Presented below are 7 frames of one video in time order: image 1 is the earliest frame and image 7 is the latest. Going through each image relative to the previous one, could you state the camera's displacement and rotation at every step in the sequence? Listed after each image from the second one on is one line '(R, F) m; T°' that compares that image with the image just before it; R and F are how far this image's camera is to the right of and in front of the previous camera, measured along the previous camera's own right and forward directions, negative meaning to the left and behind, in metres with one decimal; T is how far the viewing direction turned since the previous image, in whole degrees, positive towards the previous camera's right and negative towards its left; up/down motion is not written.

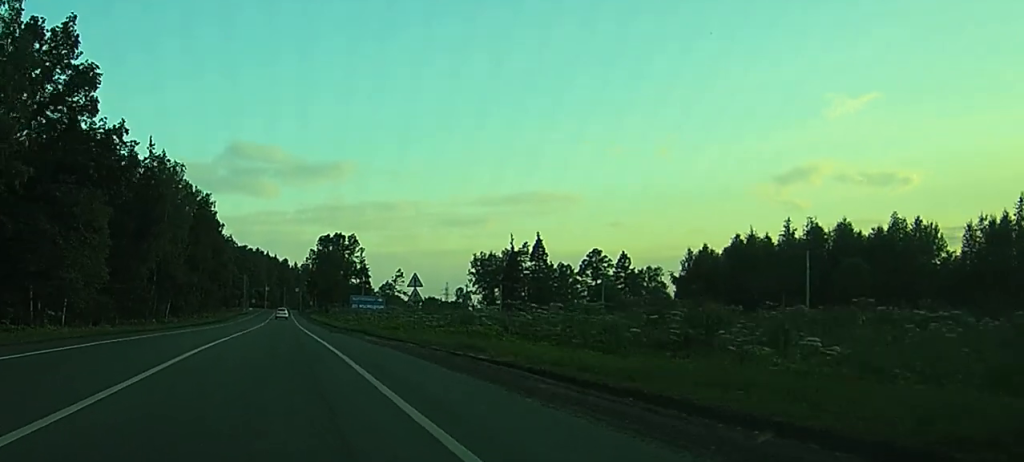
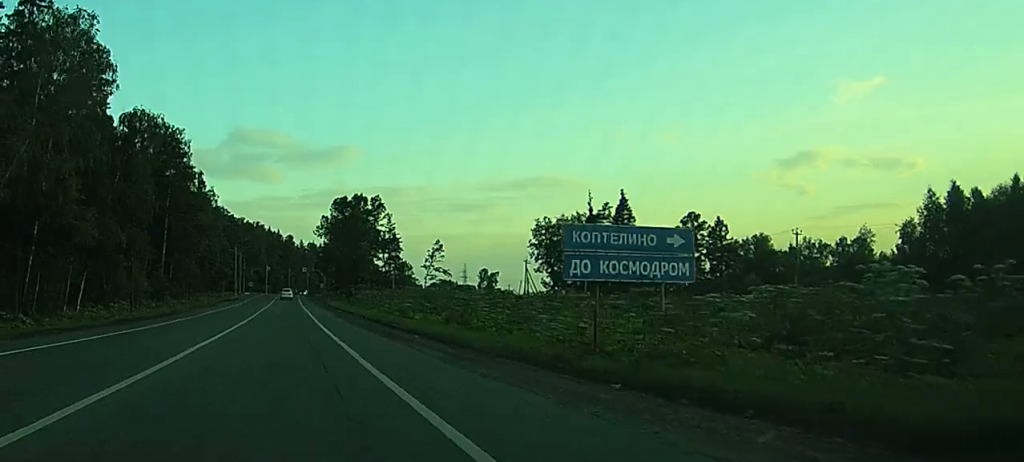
(+0.7, +56.8) m; +1°
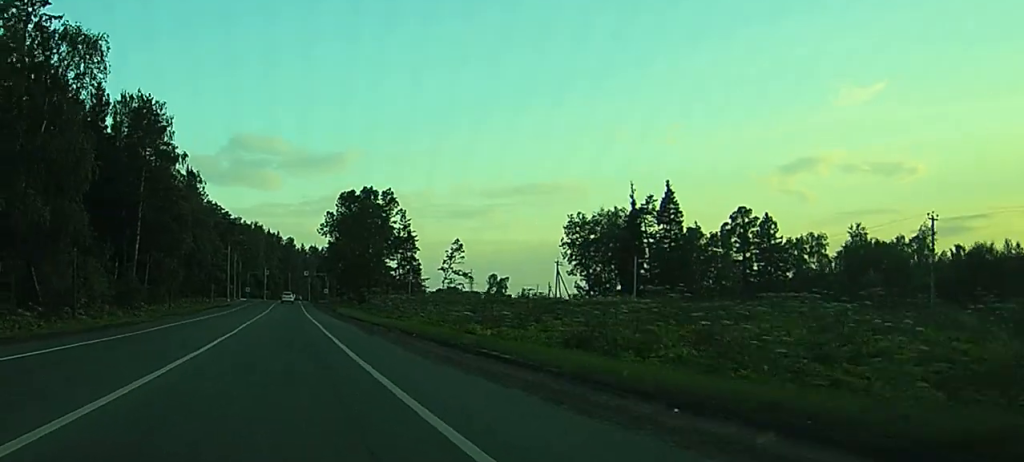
(0.0, +21.9) m; +1°
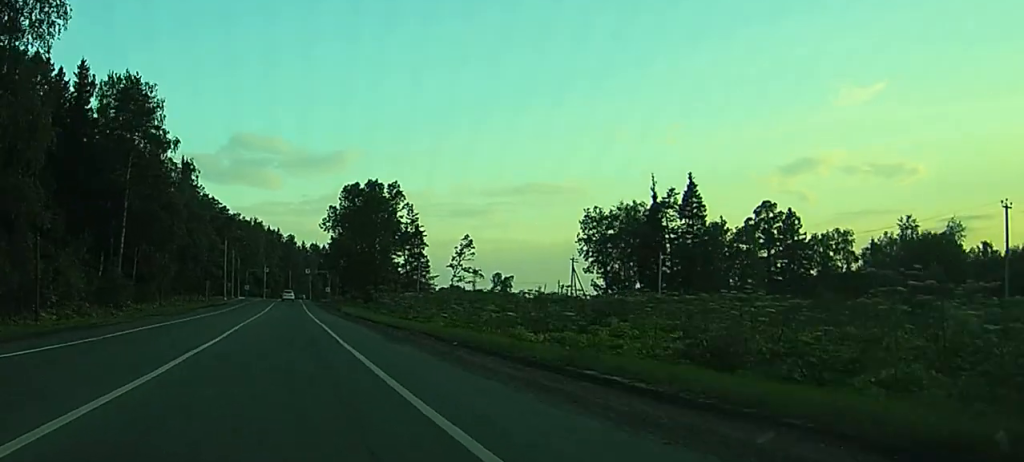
(0.0, +9.0) m; 0°
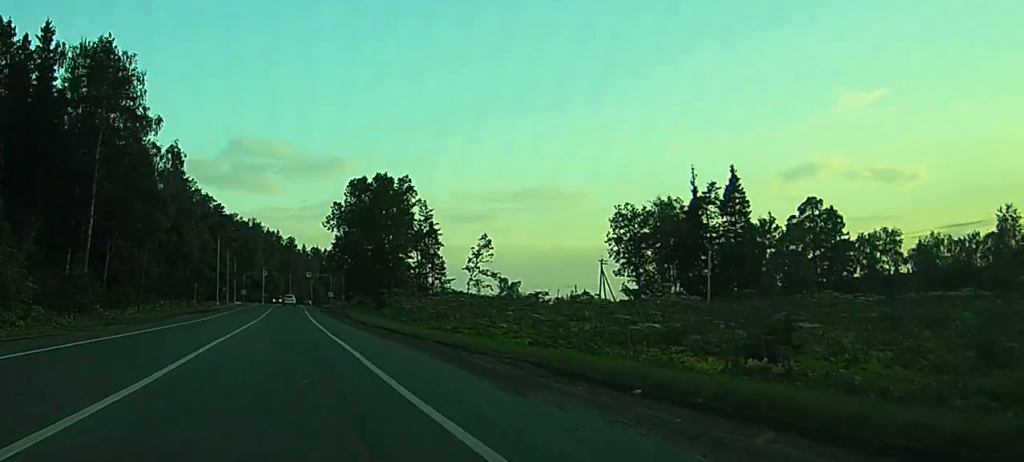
(+0.2, +14.8) m; 0°
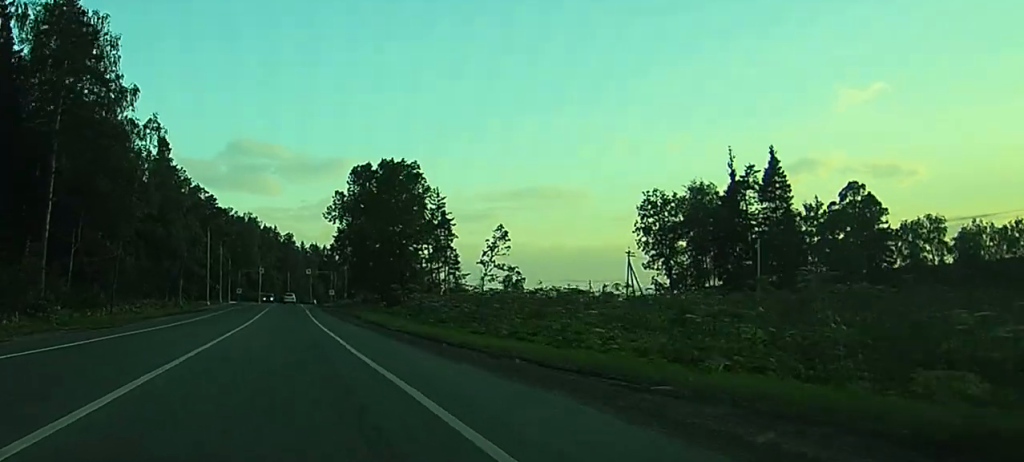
(0.0, +12.5) m; +2°
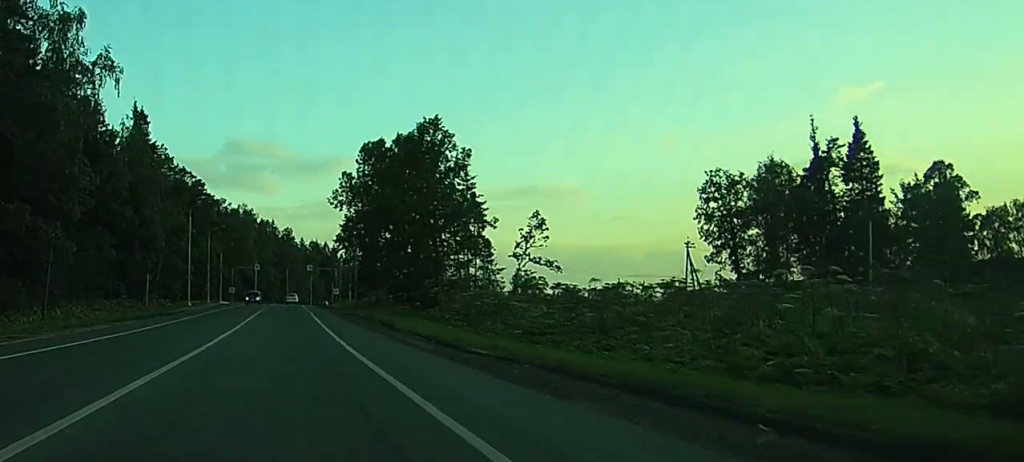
(+0.3, +20.2) m; 0°
